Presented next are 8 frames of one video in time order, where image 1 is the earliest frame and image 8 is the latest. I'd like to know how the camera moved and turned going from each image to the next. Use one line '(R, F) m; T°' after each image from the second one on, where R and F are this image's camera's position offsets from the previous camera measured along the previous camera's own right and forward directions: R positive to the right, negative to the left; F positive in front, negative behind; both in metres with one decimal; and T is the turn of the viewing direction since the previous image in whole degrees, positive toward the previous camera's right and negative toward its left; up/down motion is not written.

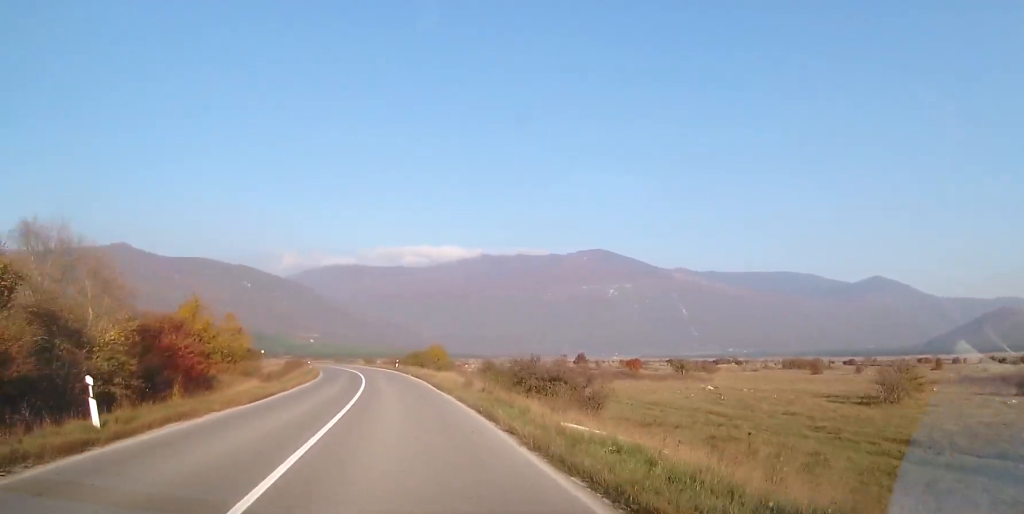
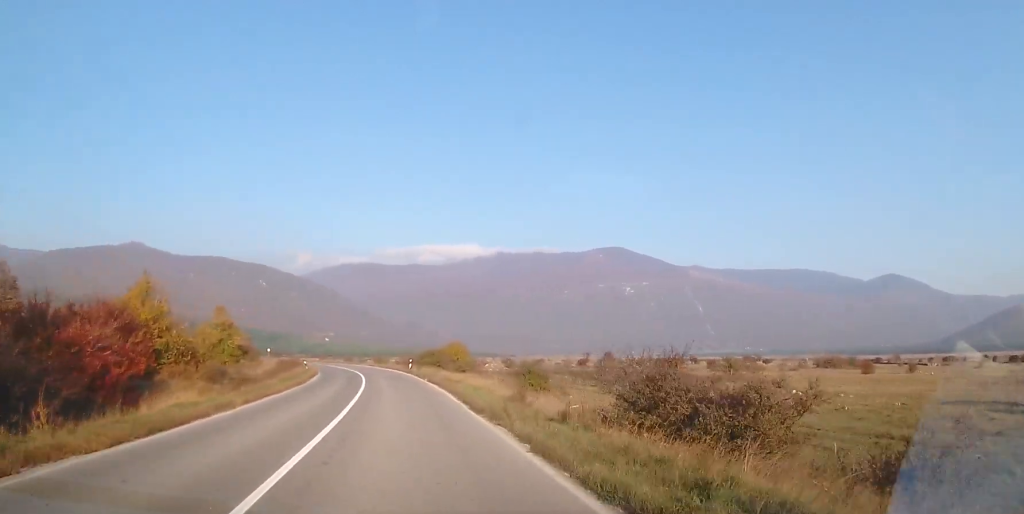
(-0.1, +9.7) m; -1°
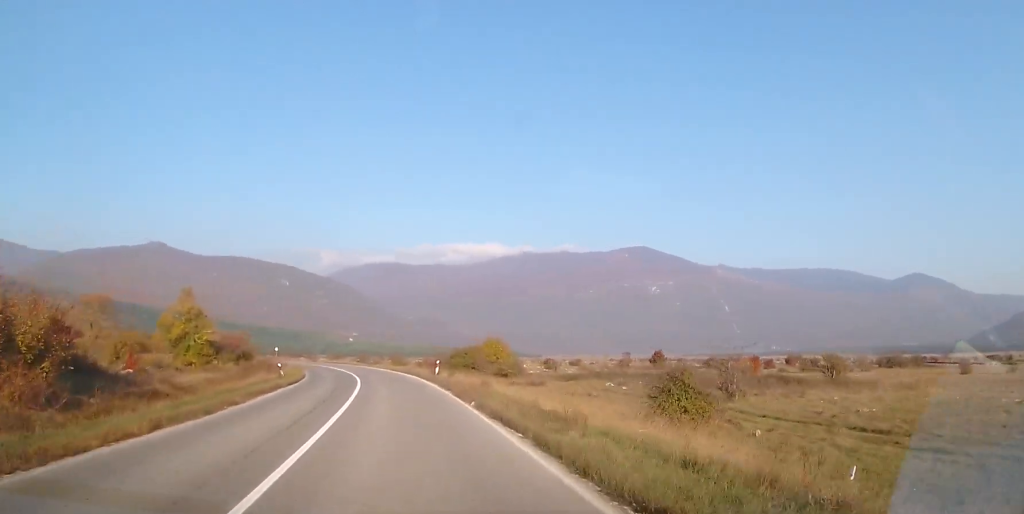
(+0.3, +16.6) m; -3°
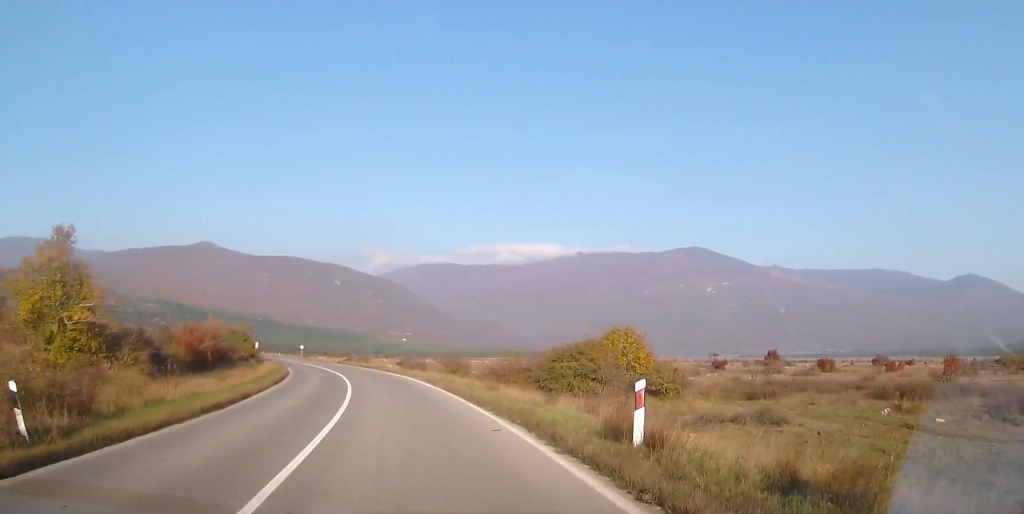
(-1.9, +25.6) m; -6°
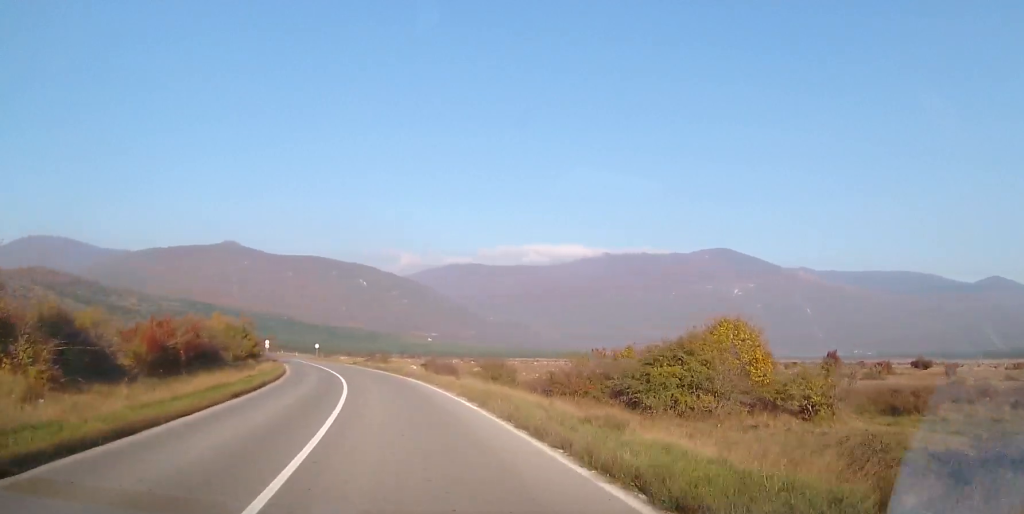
(+0.2, +10.1) m; -2°
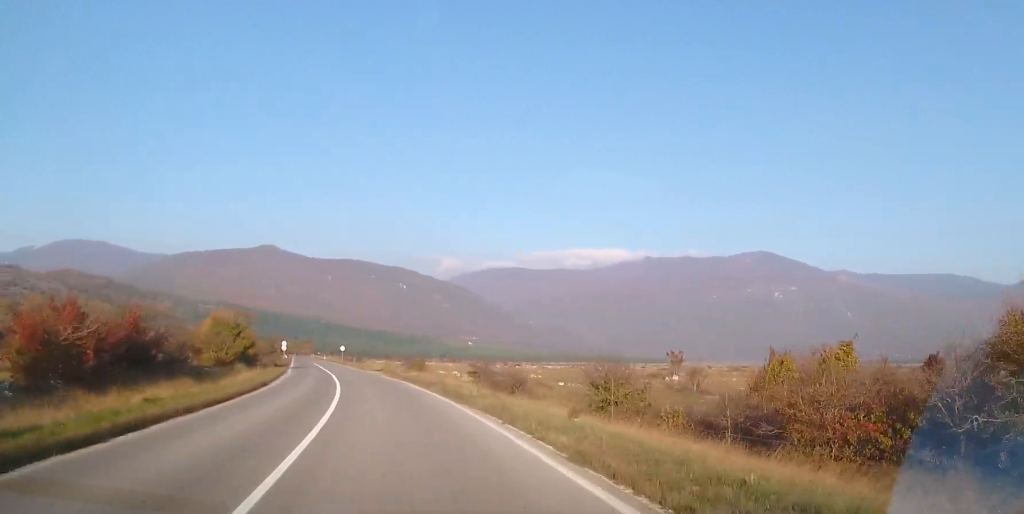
(-0.8, +14.5) m; -5°
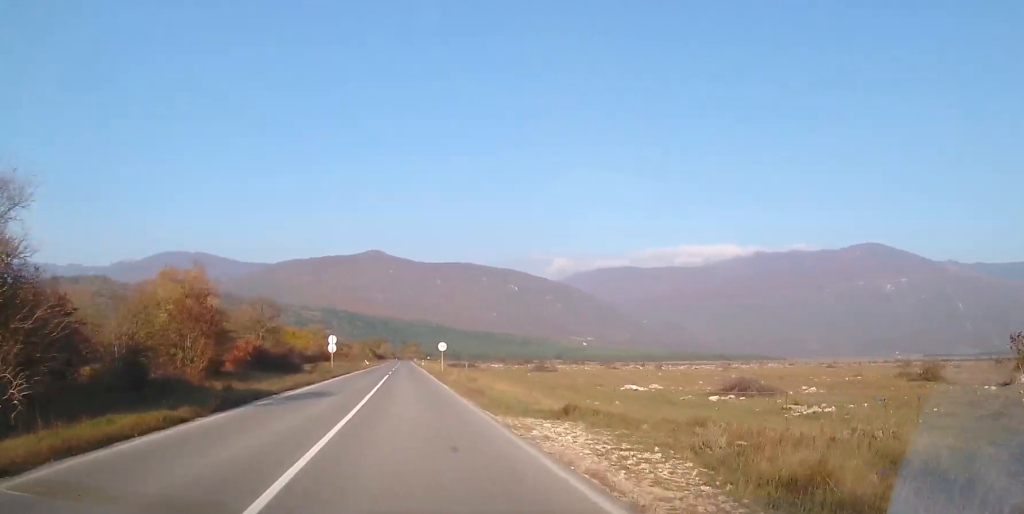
(-3.5, +39.3) m; -8°
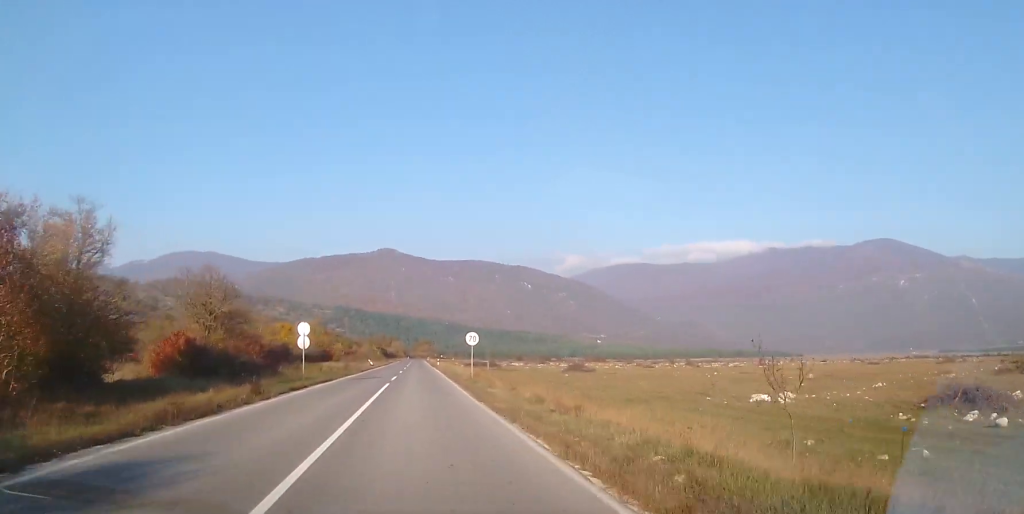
(-0.3, +15.7) m; -2°
